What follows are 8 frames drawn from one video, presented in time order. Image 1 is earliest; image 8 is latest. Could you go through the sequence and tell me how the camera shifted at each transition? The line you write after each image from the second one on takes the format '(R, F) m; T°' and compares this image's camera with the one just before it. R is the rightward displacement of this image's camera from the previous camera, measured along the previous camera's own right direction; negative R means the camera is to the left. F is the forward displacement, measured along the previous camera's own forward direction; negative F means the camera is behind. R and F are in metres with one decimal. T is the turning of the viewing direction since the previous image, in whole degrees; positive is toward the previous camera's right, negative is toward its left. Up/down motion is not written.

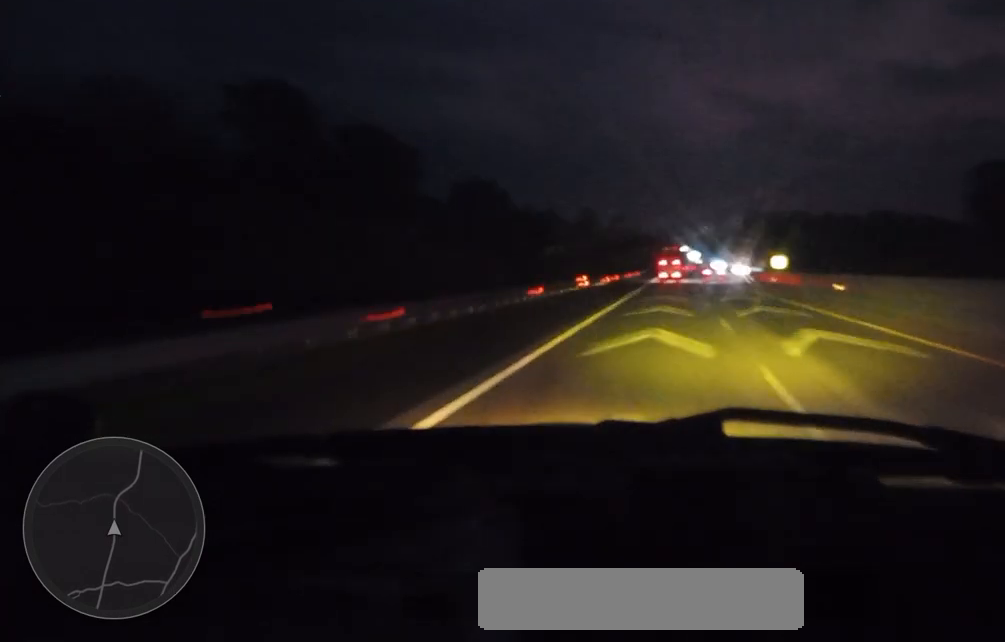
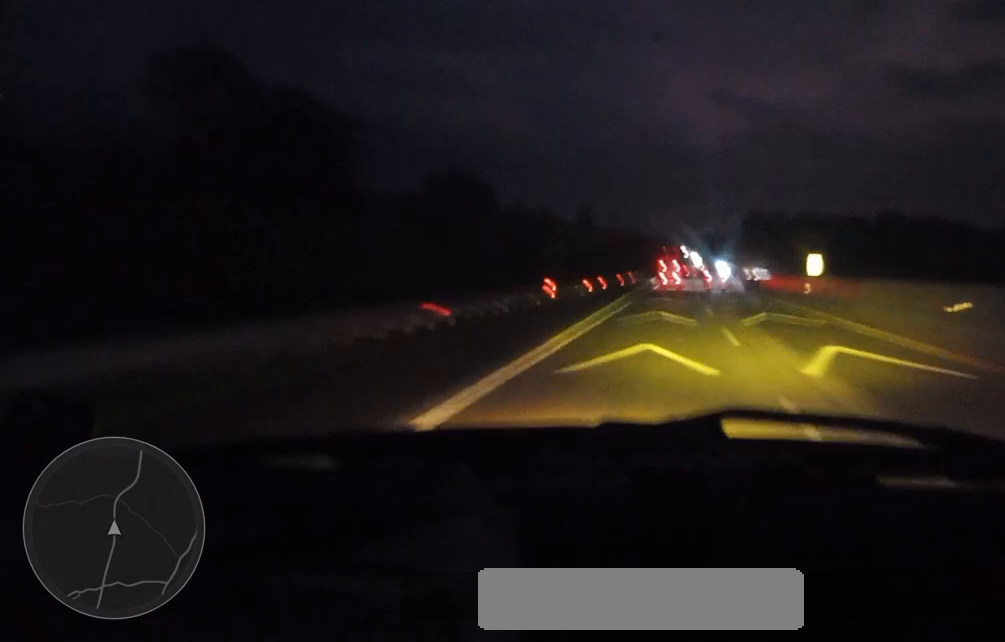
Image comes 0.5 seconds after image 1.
(-0.1, +14.8) m; 0°
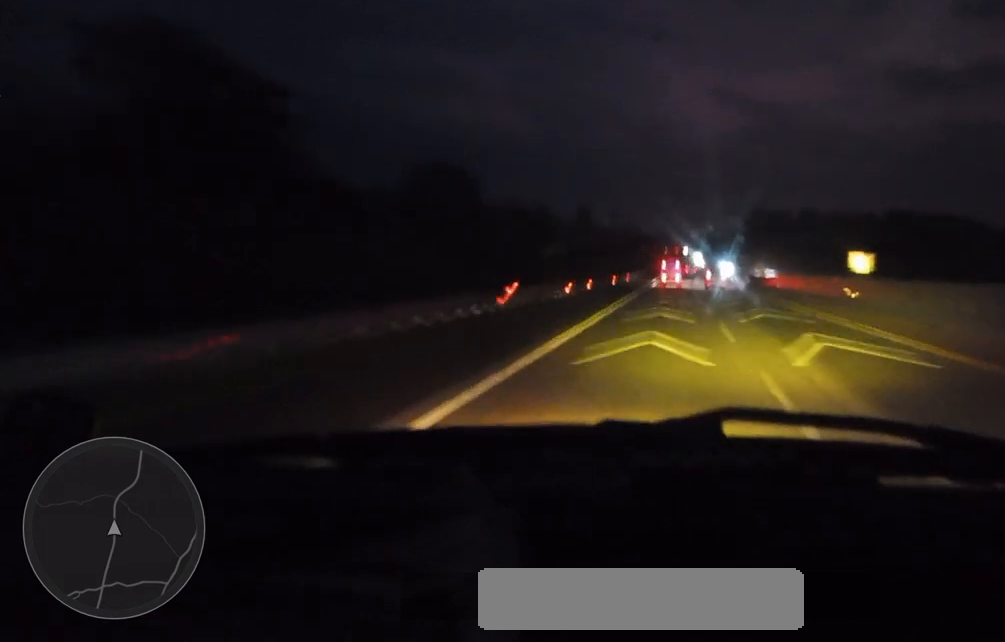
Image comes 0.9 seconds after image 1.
(+0.2, +11.9) m; 0°
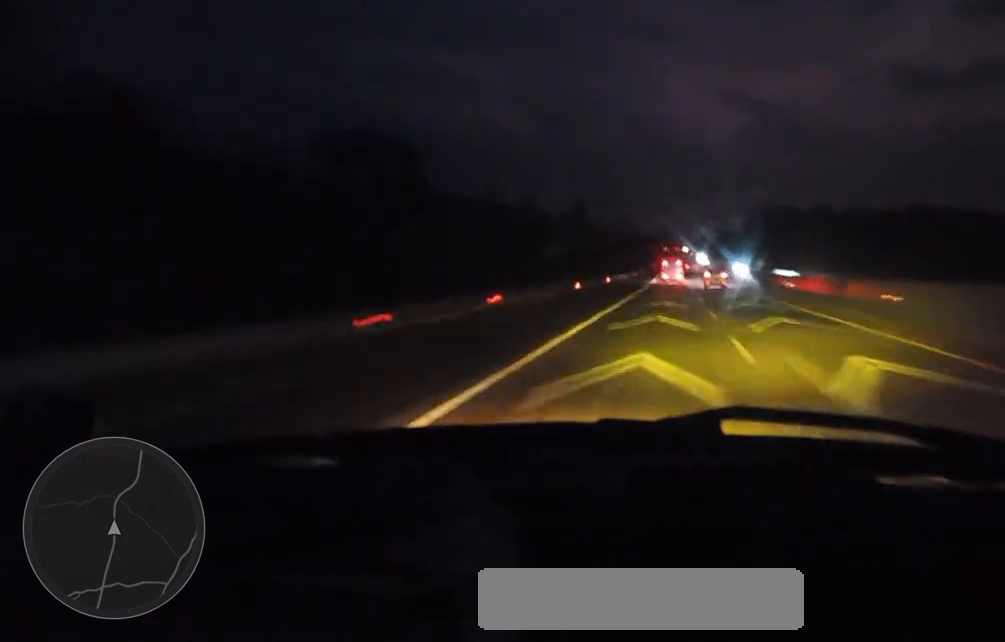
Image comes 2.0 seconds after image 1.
(-0.1, +30.7) m; 0°
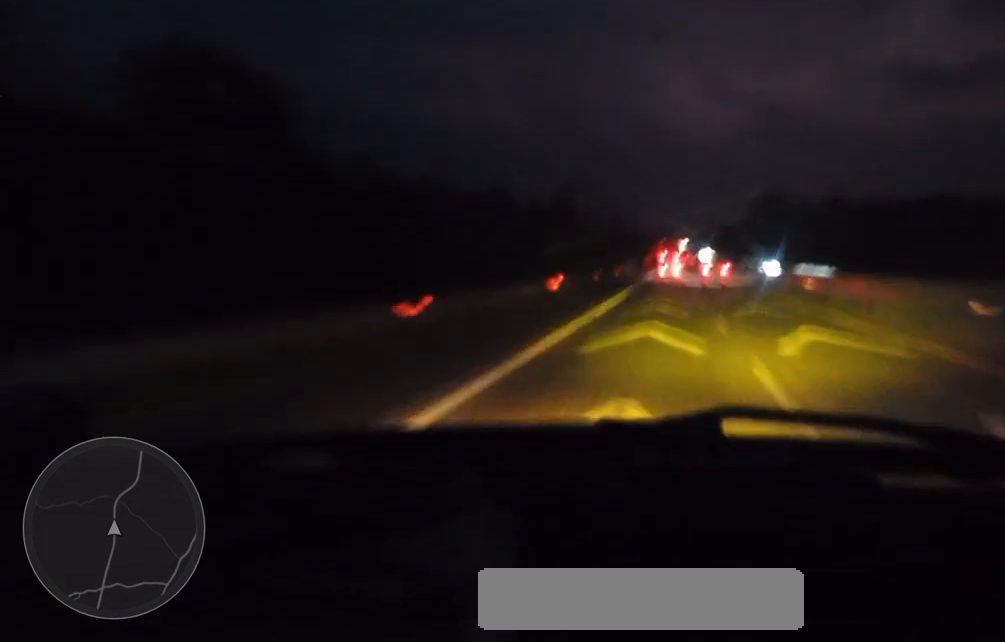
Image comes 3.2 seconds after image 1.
(0.0, +34.1) m; 0°
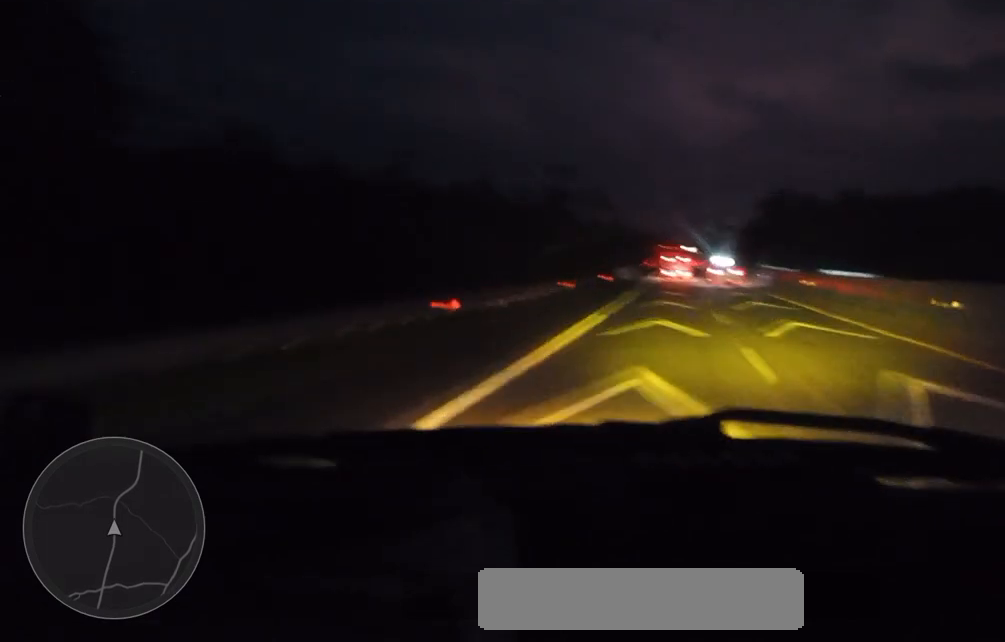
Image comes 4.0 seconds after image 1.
(-0.1, +22.3) m; 0°
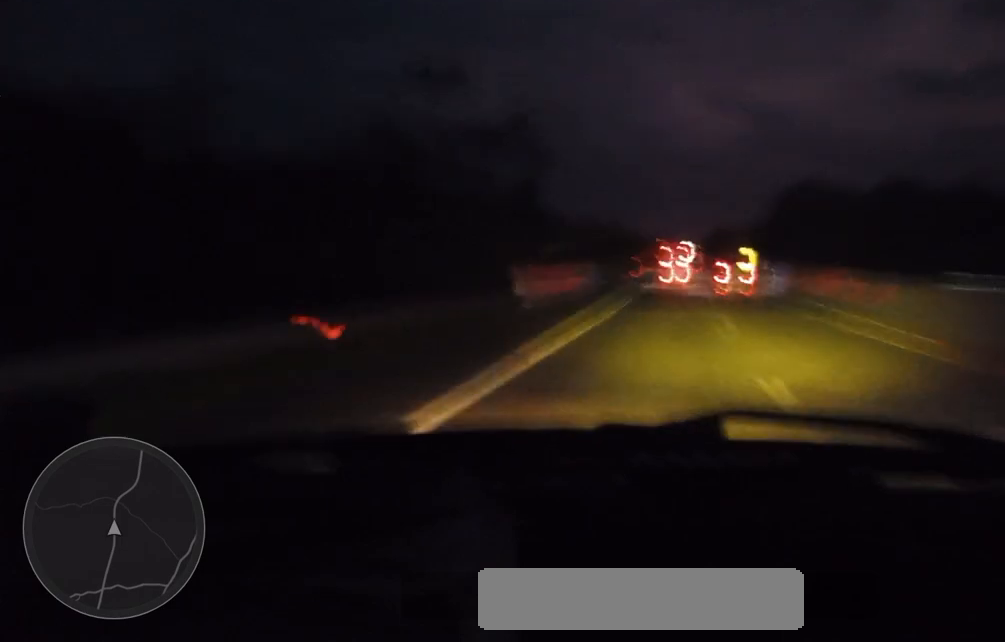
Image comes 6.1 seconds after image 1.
(-0.5, +58.5) m; 0°
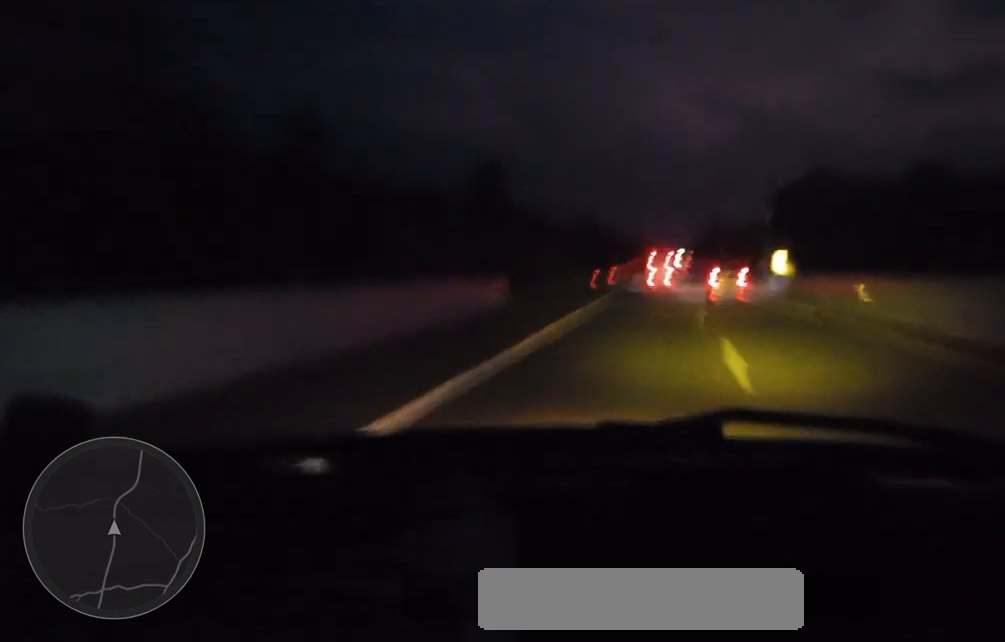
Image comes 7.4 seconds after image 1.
(+0.4, +36.0) m; +1°
